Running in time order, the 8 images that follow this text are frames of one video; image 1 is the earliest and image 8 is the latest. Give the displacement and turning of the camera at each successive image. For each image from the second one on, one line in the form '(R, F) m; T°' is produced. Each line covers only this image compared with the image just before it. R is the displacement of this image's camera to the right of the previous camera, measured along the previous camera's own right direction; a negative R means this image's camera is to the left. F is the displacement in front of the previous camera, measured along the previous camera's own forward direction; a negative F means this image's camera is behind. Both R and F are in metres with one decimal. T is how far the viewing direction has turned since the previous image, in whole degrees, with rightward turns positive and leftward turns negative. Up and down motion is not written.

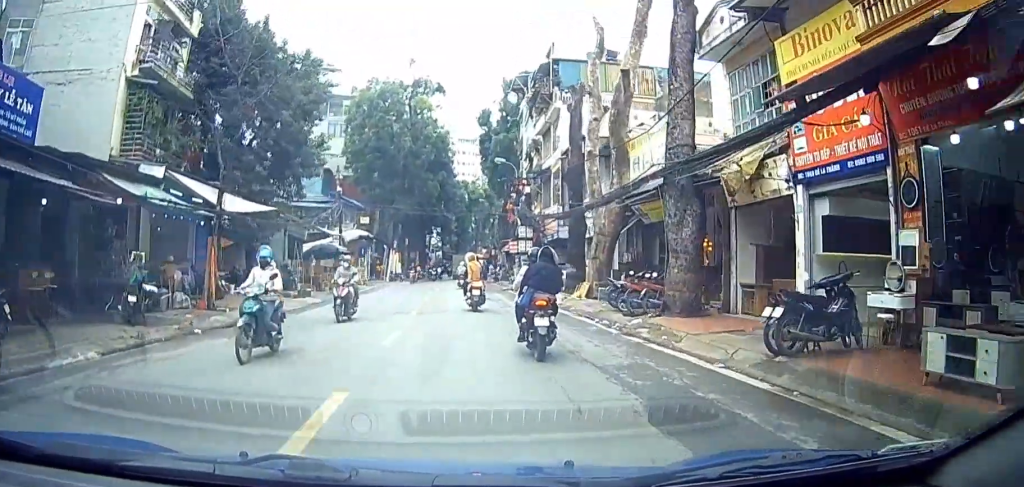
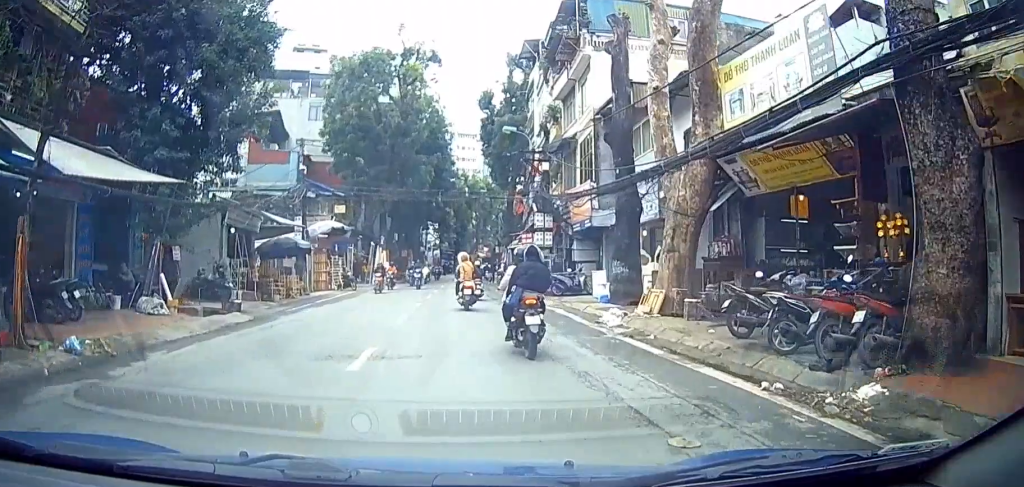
(-0.9, +8.8) m; -20°
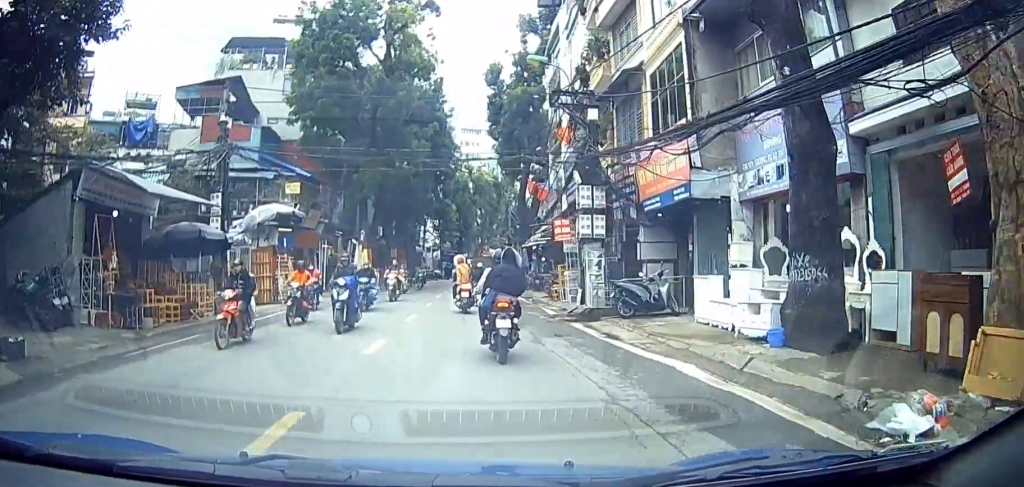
(-3.1, +10.1) m; -9°
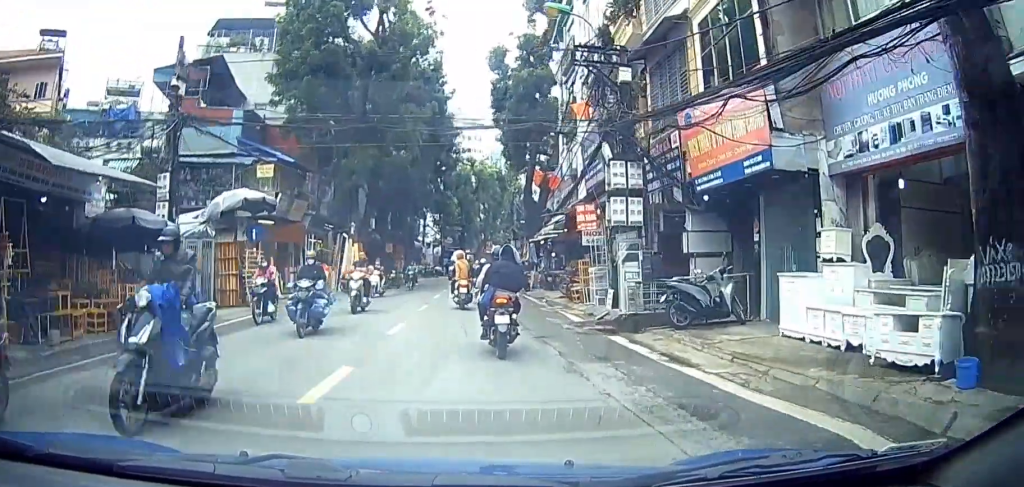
(+0.5, +3.8) m; +5°
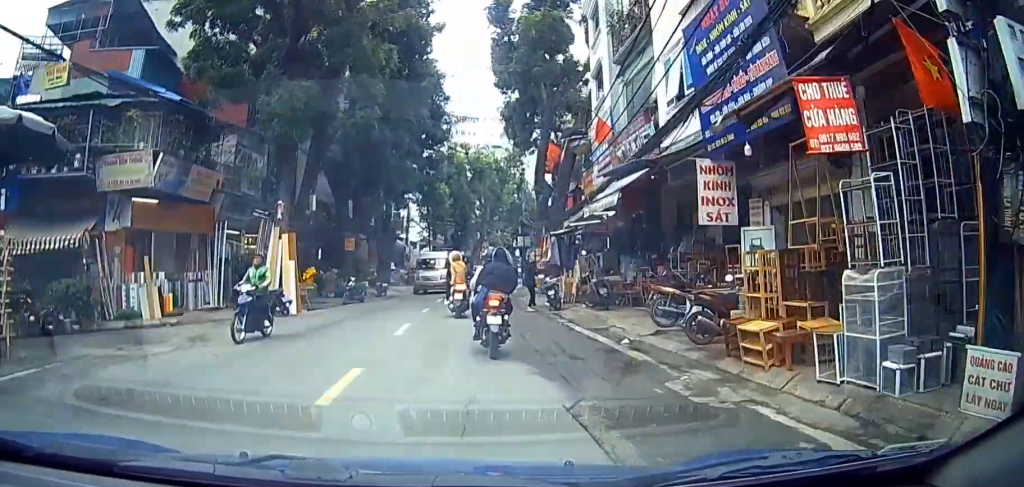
(+0.9, +13.0) m; +3°
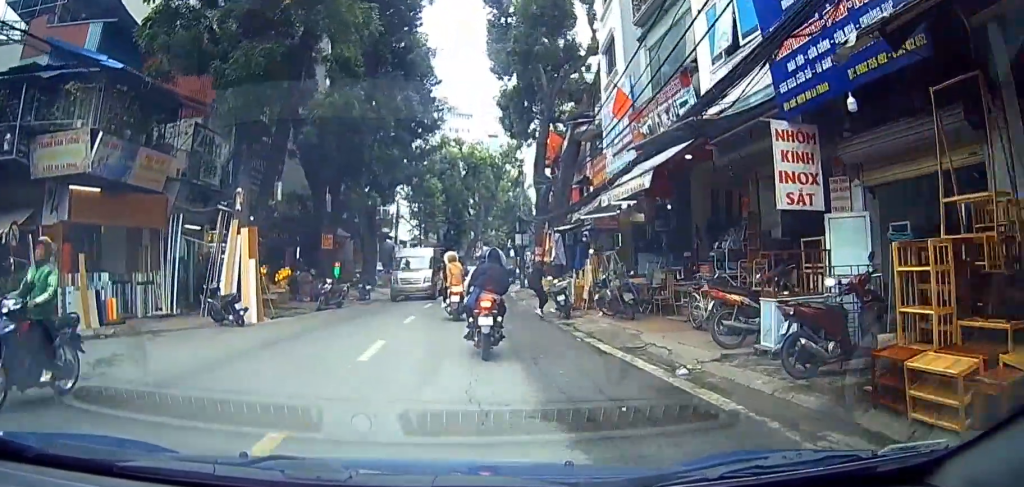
(+0.5, +3.7) m; -1°
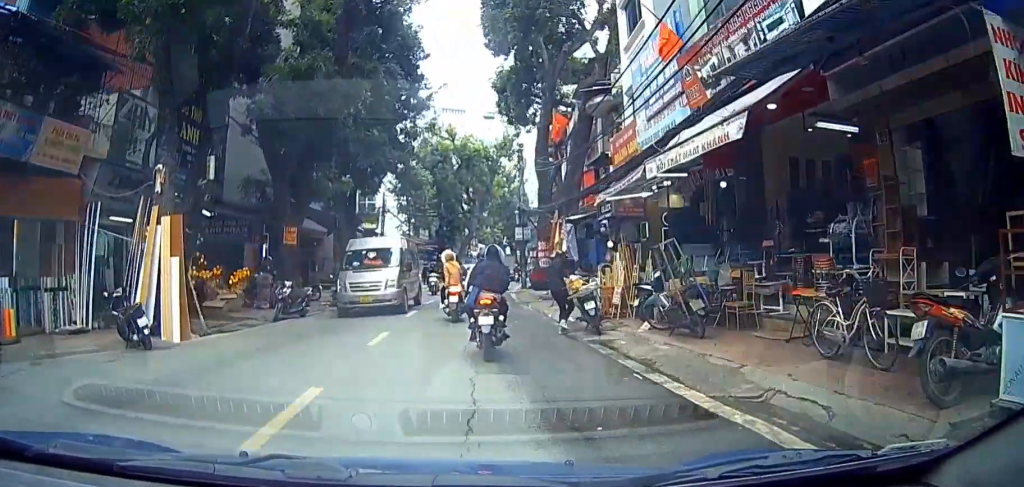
(+0.1, +5.5) m; +1°
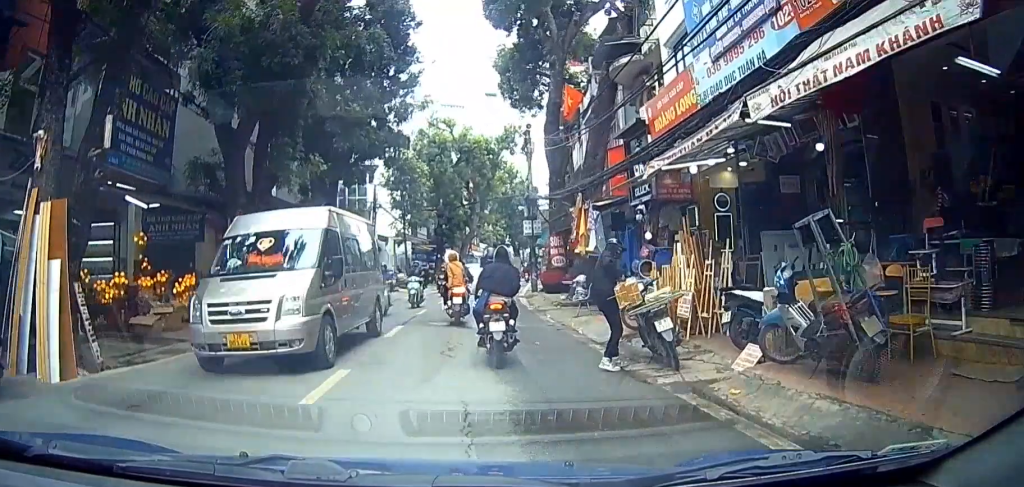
(-0.8, +5.0) m; +3°
